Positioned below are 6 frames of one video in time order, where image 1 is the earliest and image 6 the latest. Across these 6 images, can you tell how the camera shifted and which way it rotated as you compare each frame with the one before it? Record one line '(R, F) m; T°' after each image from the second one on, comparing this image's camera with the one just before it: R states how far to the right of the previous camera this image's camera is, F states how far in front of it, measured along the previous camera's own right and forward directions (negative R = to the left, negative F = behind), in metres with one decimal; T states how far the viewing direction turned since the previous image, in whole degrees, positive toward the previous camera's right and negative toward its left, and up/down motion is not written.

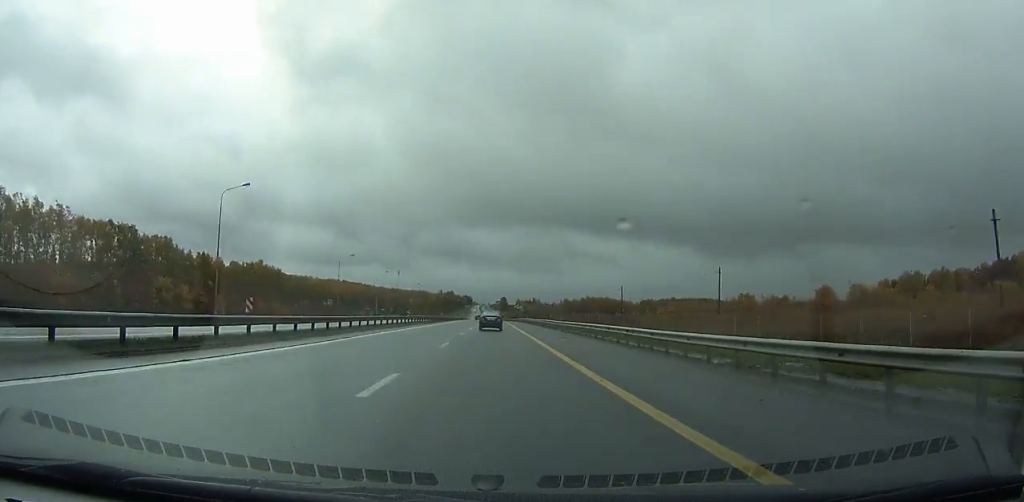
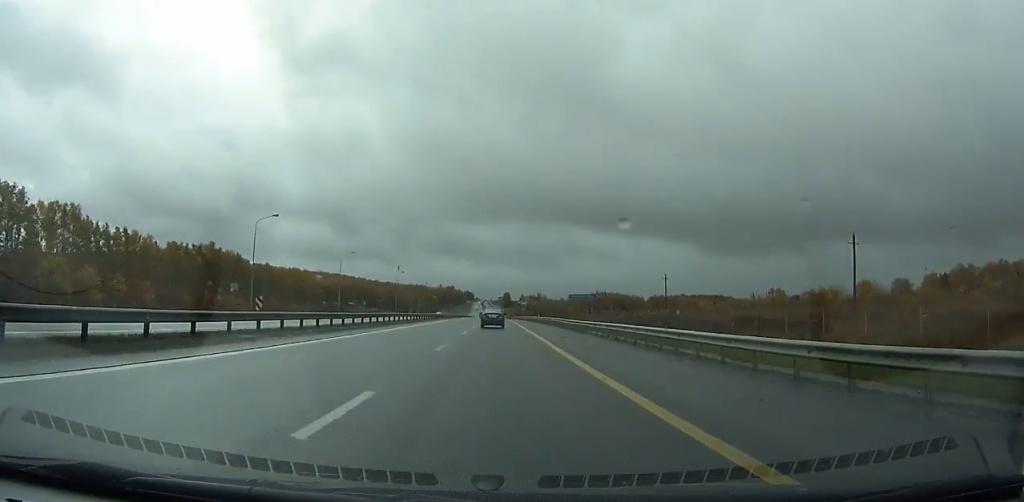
(-0.1, +39.2) m; 0°
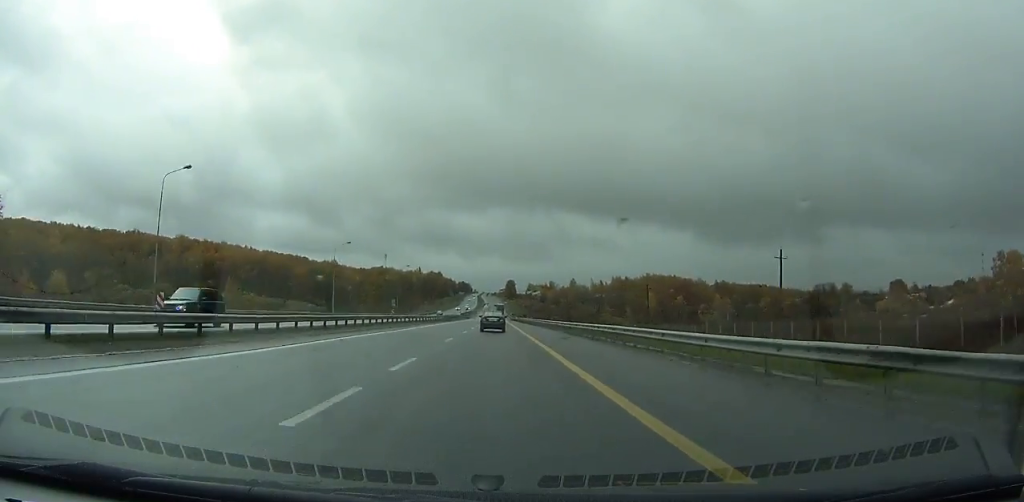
(+0.9, +165.8) m; 0°
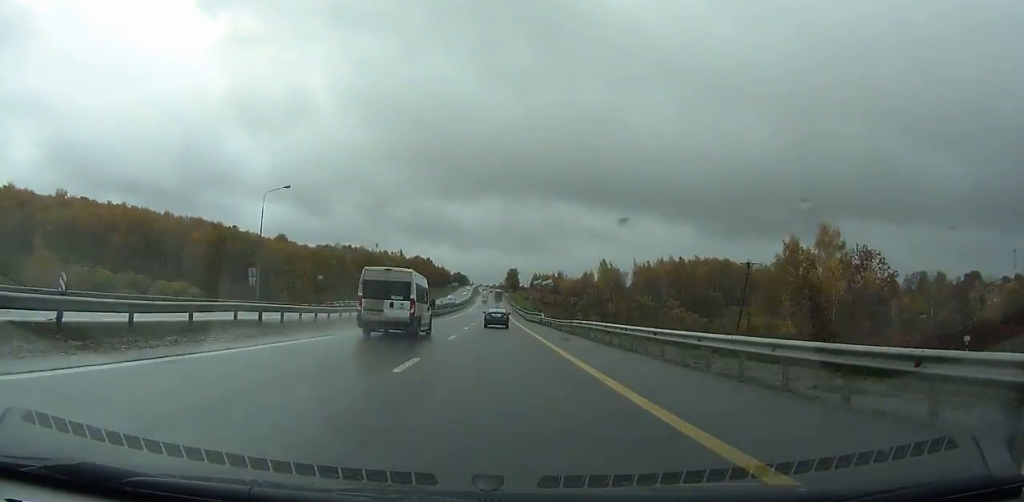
(-0.4, +83.5) m; 0°
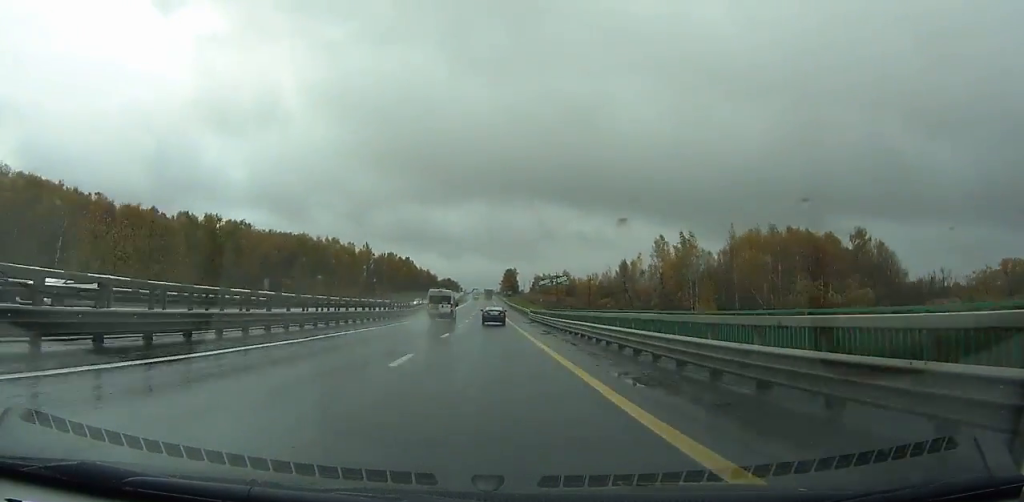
(0.0, +82.0) m; 0°
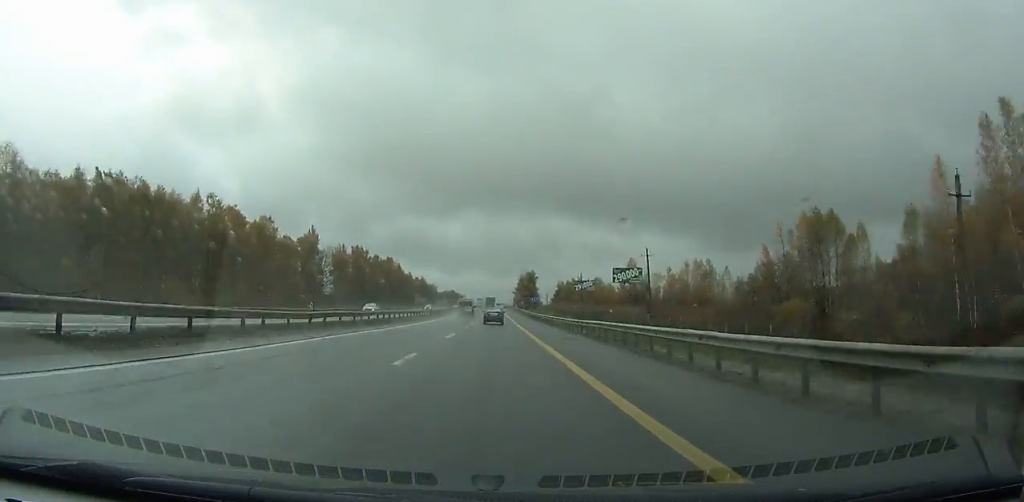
(-0.1, +97.5) m; 0°
